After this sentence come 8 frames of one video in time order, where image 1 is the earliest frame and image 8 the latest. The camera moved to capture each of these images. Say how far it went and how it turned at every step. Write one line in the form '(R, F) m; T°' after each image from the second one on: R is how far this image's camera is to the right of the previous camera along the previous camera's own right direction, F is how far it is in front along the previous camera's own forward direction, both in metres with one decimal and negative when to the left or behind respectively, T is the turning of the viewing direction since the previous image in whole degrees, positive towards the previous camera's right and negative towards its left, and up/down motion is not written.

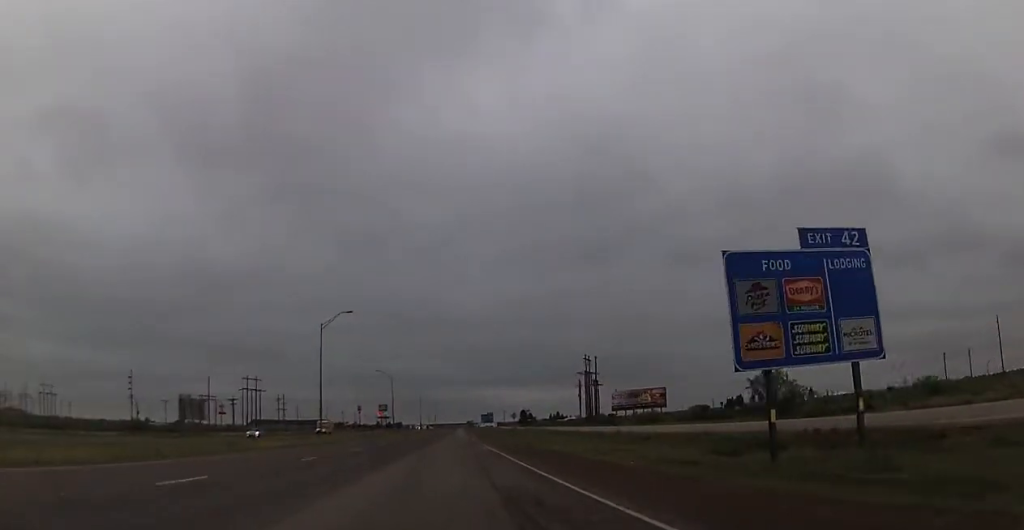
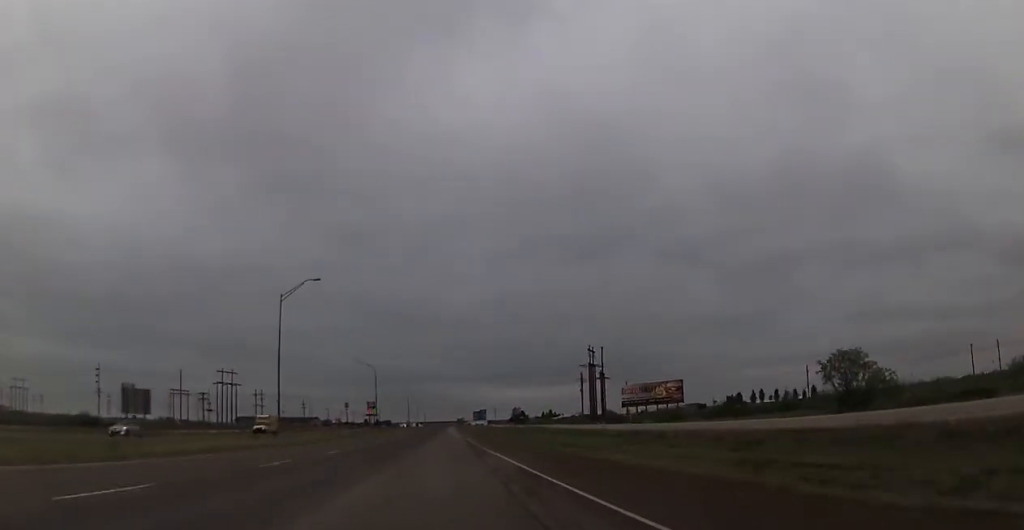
(+0.2, +15.7) m; +1°
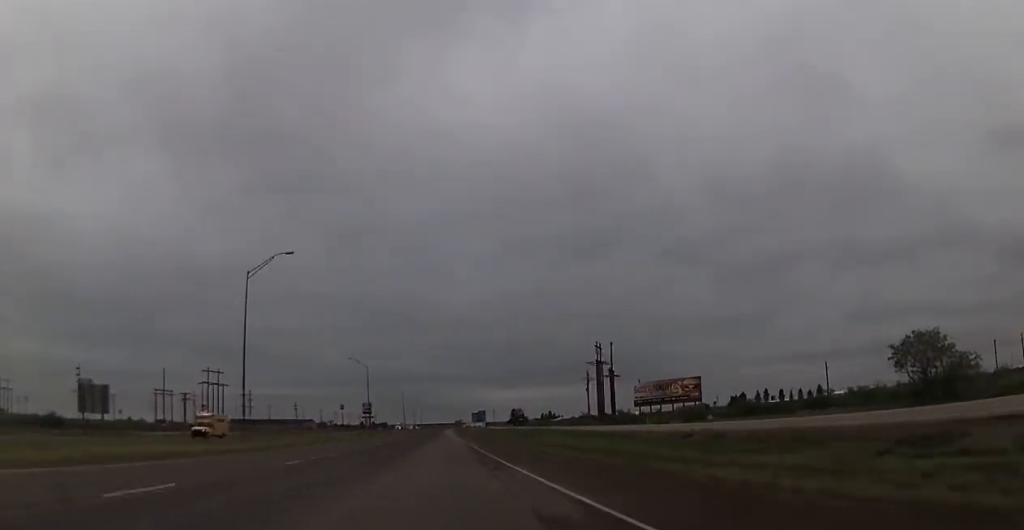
(0.0, +10.1) m; +1°
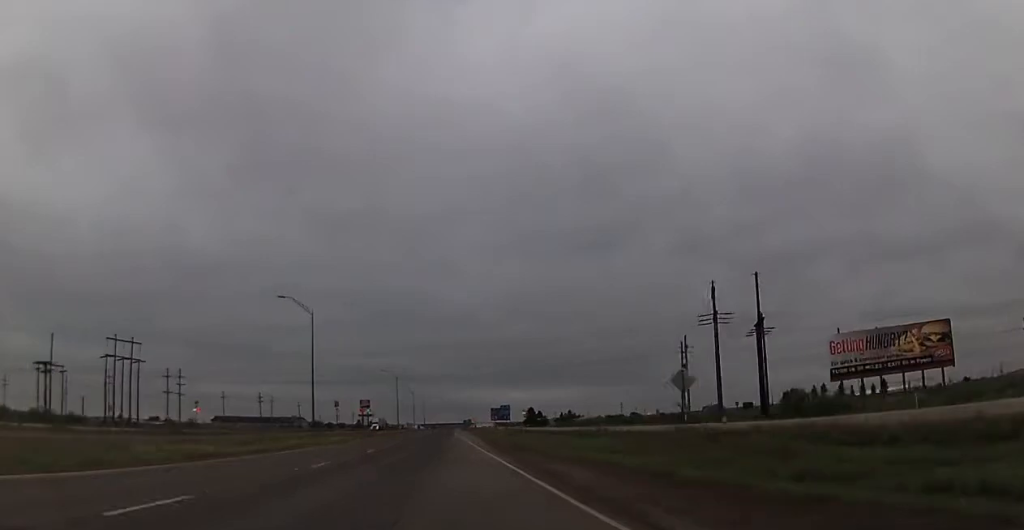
(-0.3, +60.6) m; -1°
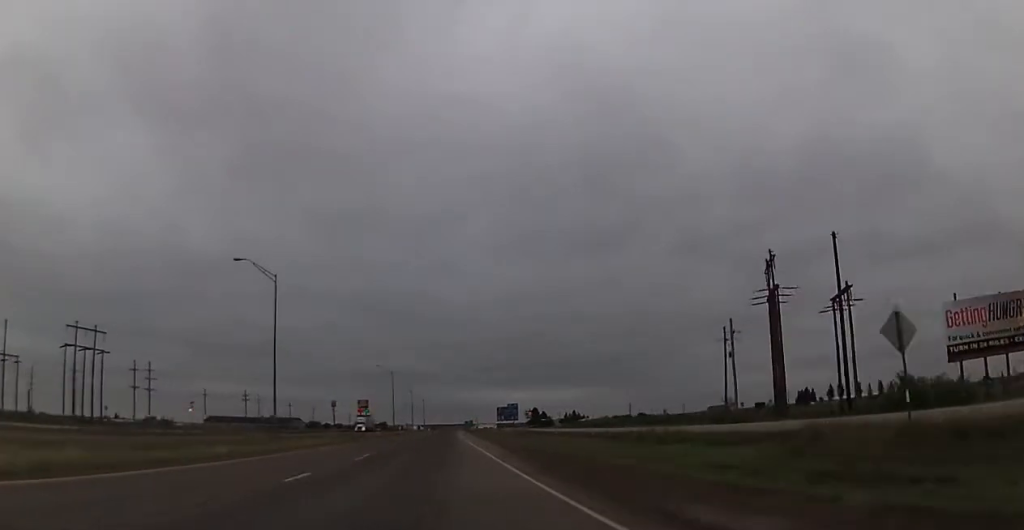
(+0.1, +16.1) m; +1°
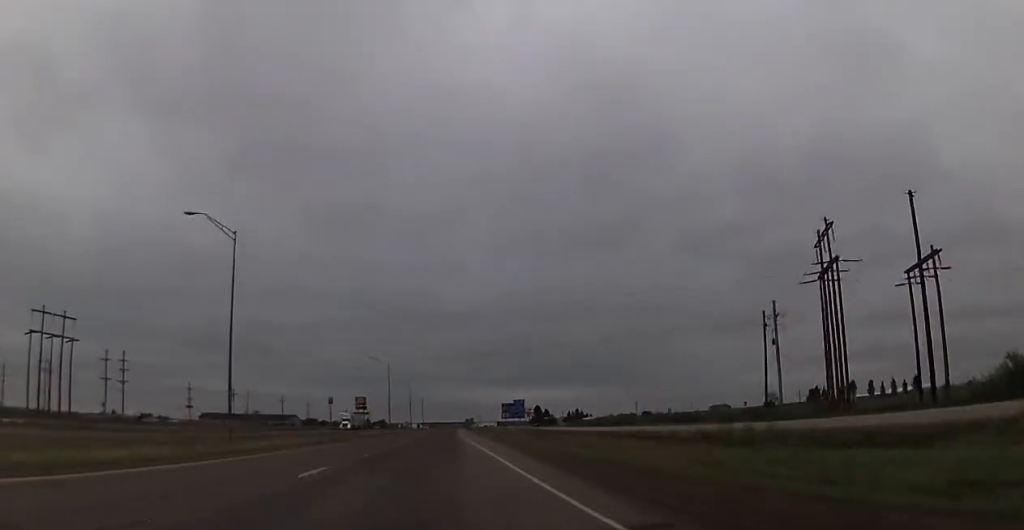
(+0.4, +11.5) m; 0°
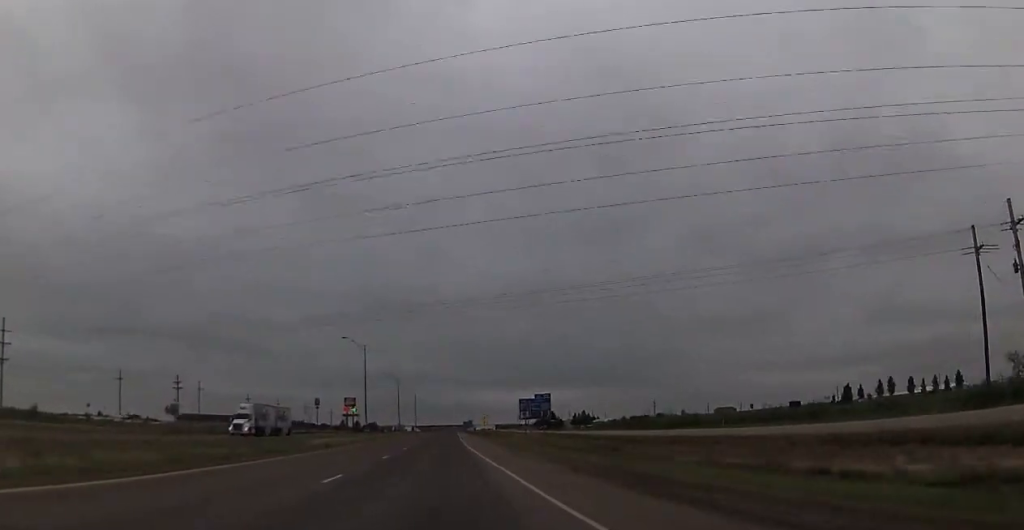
(-0.4, +36.2) m; -1°
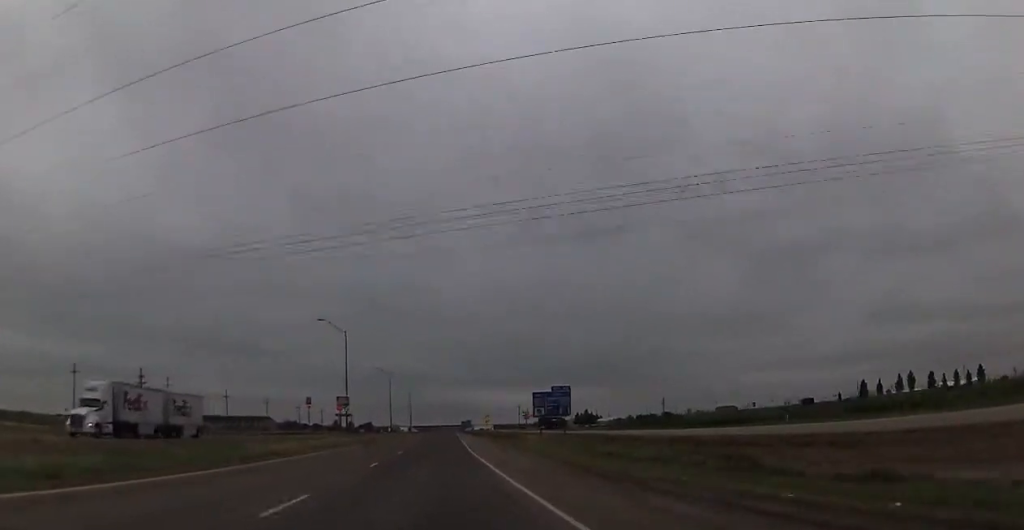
(0.0, +17.2) m; 0°
